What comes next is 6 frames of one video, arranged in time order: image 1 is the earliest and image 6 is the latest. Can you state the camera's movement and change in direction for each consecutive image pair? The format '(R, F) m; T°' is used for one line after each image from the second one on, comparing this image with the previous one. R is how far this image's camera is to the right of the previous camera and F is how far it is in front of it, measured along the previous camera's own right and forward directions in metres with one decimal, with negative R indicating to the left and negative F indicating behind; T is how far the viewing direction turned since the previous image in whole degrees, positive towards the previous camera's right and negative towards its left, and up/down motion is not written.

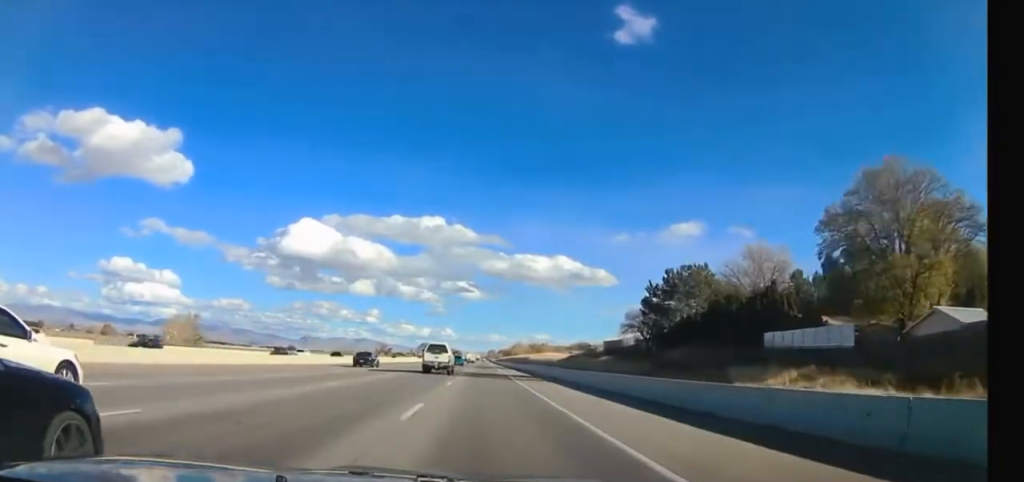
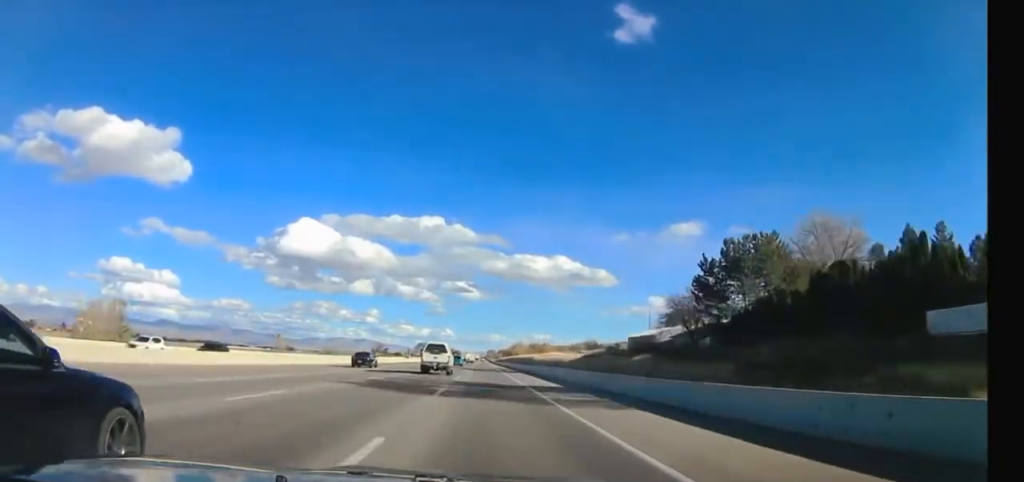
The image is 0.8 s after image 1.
(0.0, +24.8) m; 0°
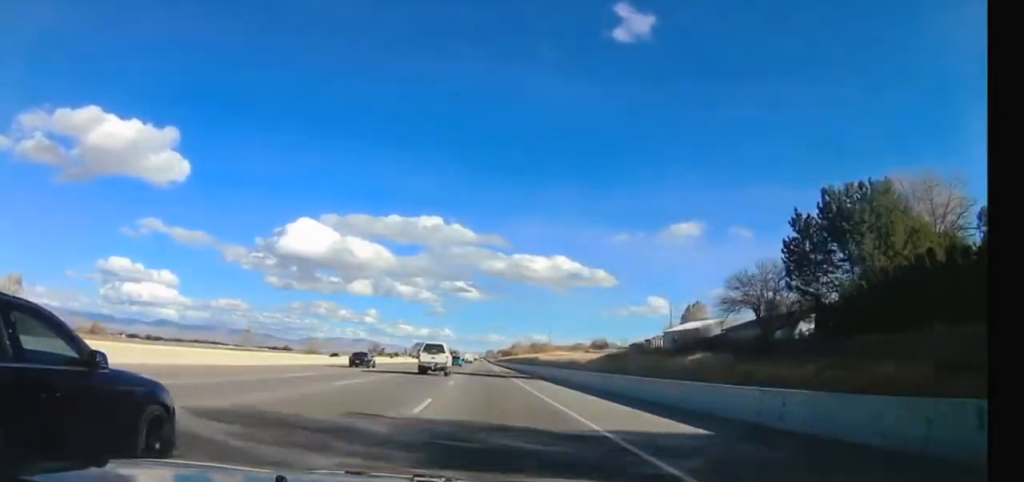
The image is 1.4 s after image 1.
(0.0, +22.2) m; 0°
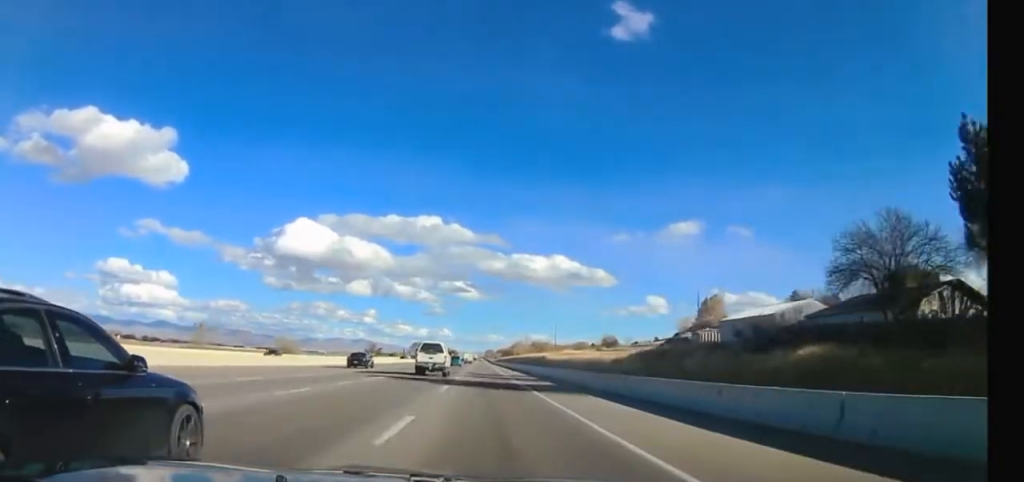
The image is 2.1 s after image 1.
(0.0, +20.4) m; 0°
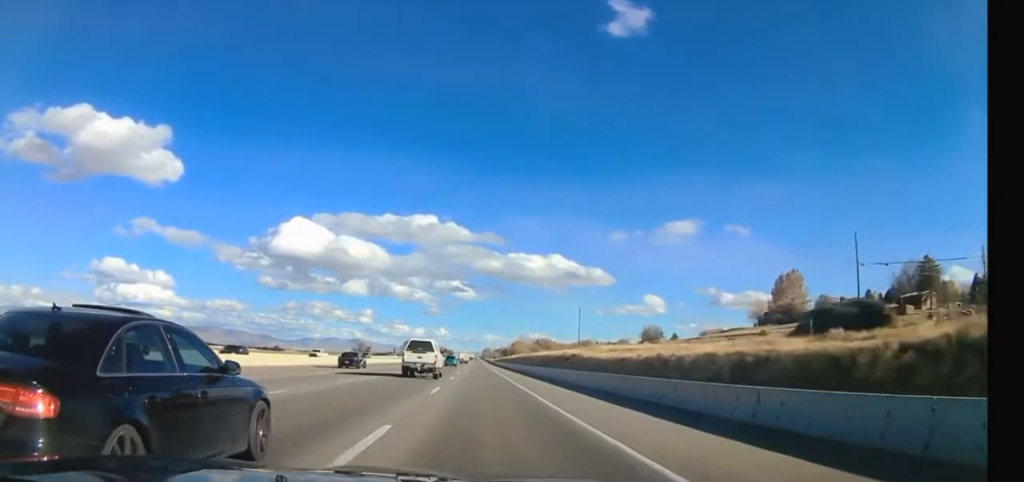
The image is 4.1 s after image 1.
(0.0, +68.5) m; 0°
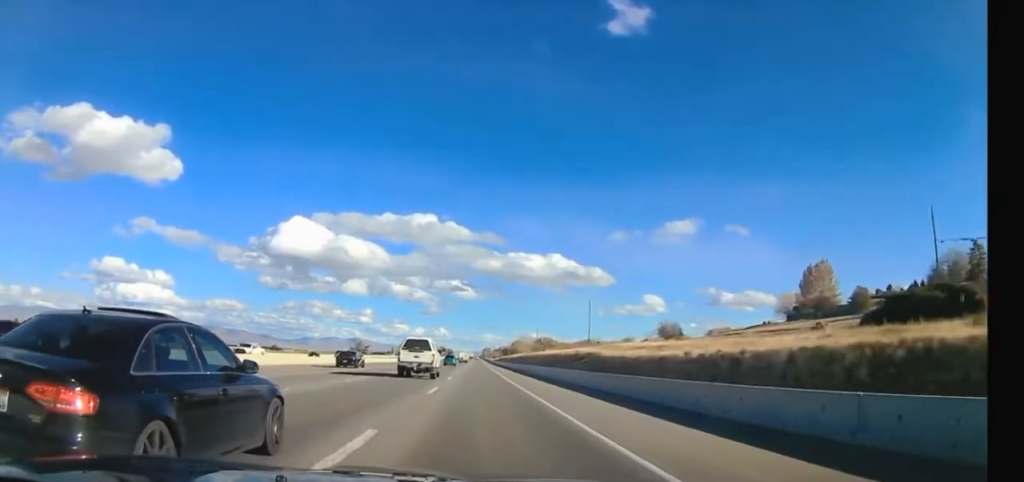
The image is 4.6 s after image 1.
(0.0, +18.2) m; 0°
